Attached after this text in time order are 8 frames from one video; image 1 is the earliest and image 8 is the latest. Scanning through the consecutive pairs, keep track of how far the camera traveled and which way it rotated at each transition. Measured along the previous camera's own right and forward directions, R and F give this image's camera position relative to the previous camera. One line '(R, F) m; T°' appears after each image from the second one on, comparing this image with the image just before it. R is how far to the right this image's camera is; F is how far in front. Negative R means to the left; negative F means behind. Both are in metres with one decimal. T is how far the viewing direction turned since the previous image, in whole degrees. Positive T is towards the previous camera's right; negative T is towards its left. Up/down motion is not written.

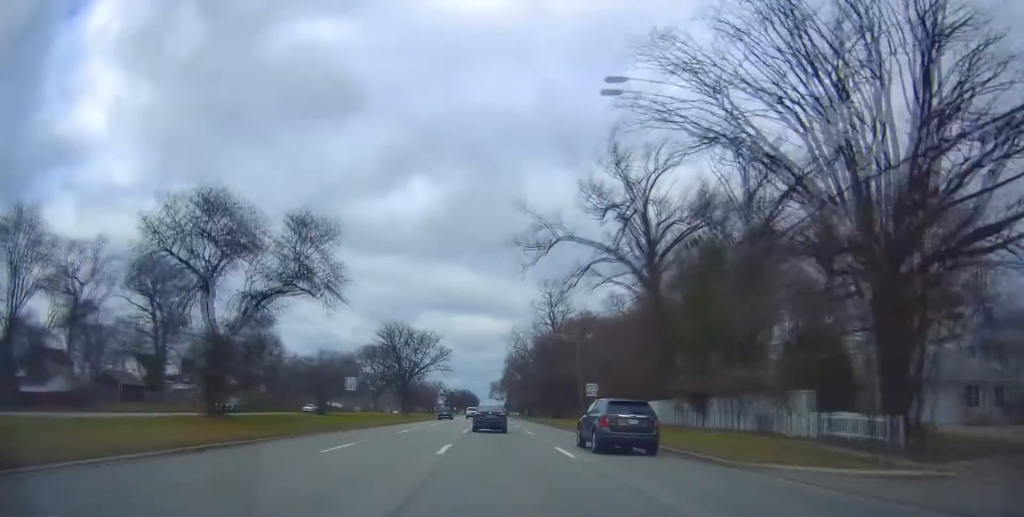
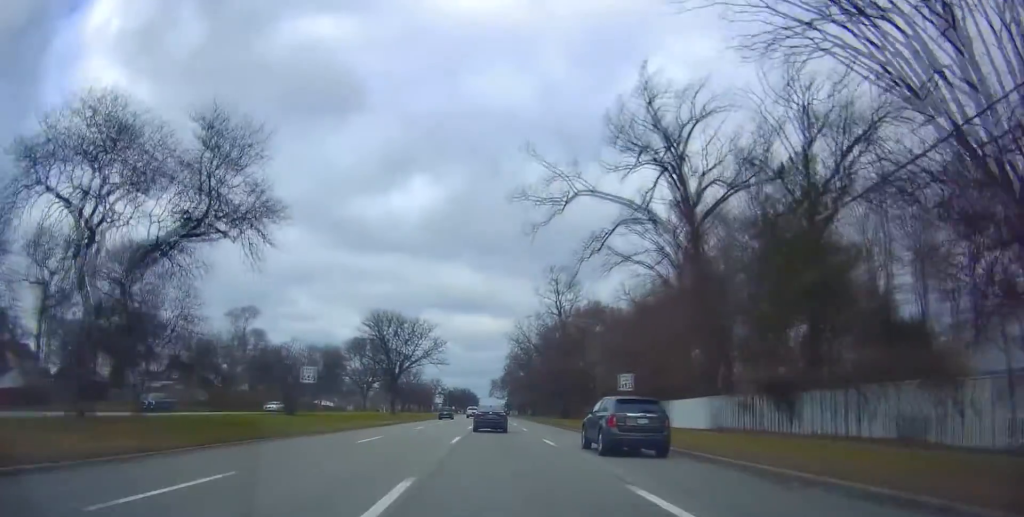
(-0.2, +10.3) m; 0°
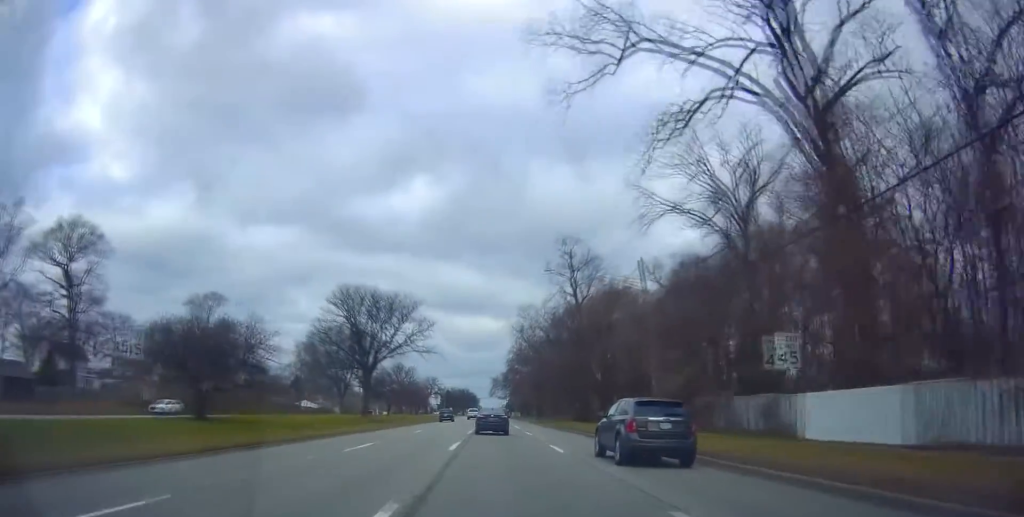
(+0.1, +17.6) m; +1°
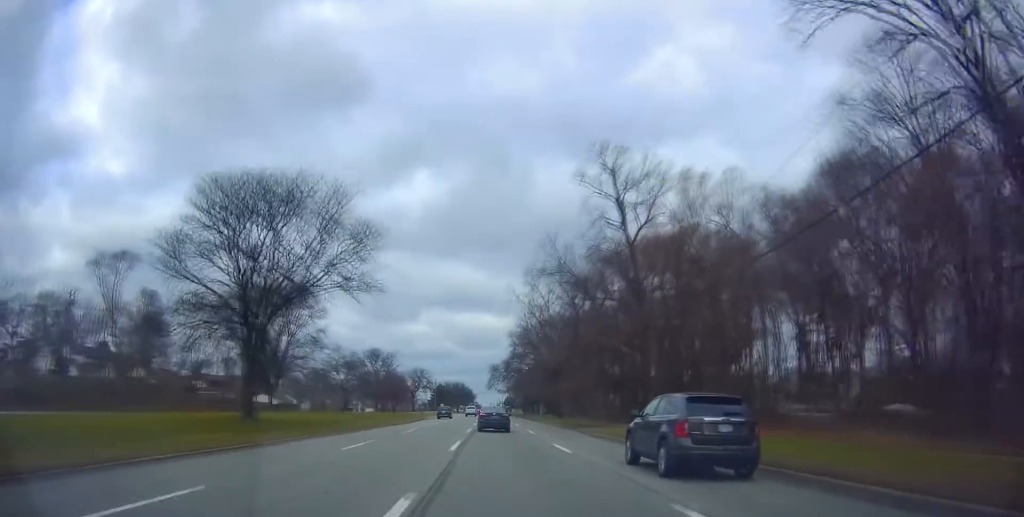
(+0.3, +30.6) m; +1°
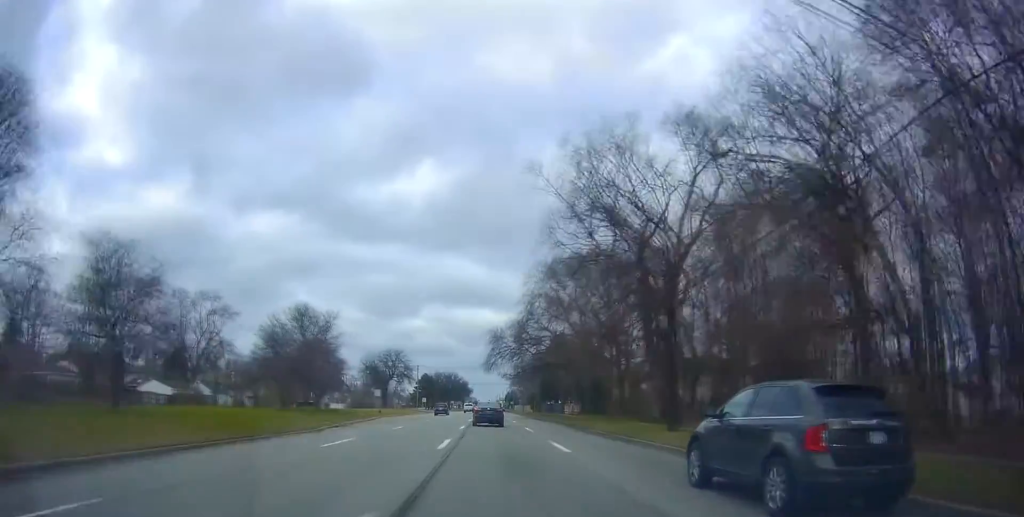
(0.0, +47.4) m; 0°
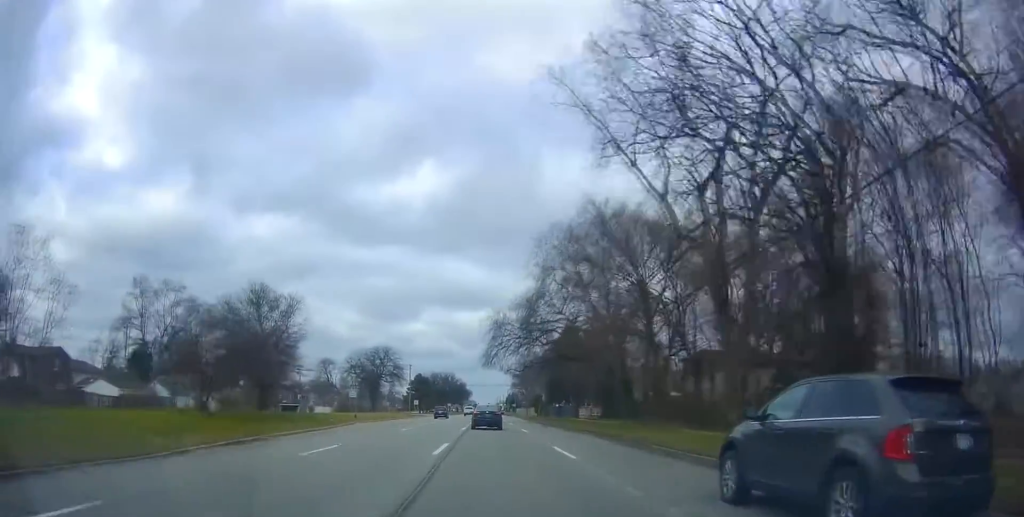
(+0.1, +14.9) m; -2°
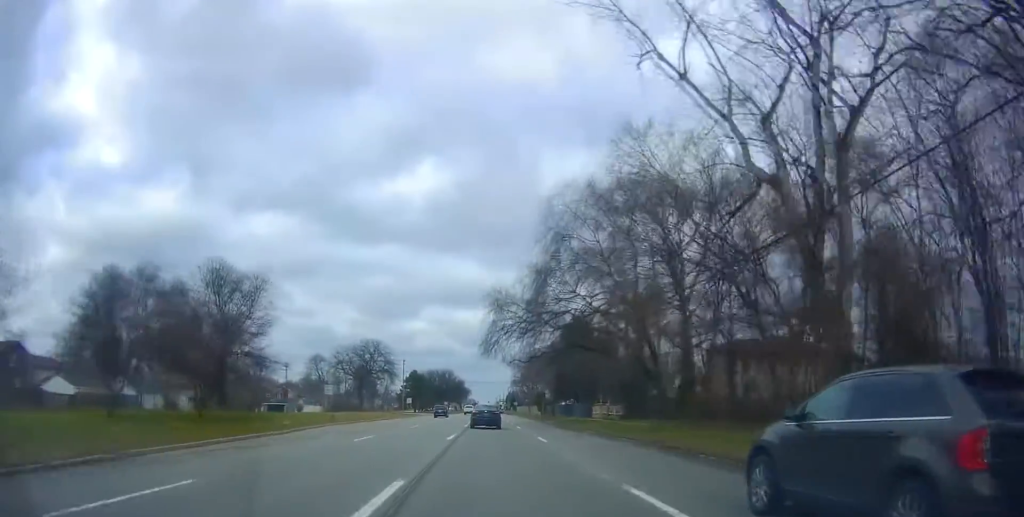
(-0.2, +9.8) m; 0°
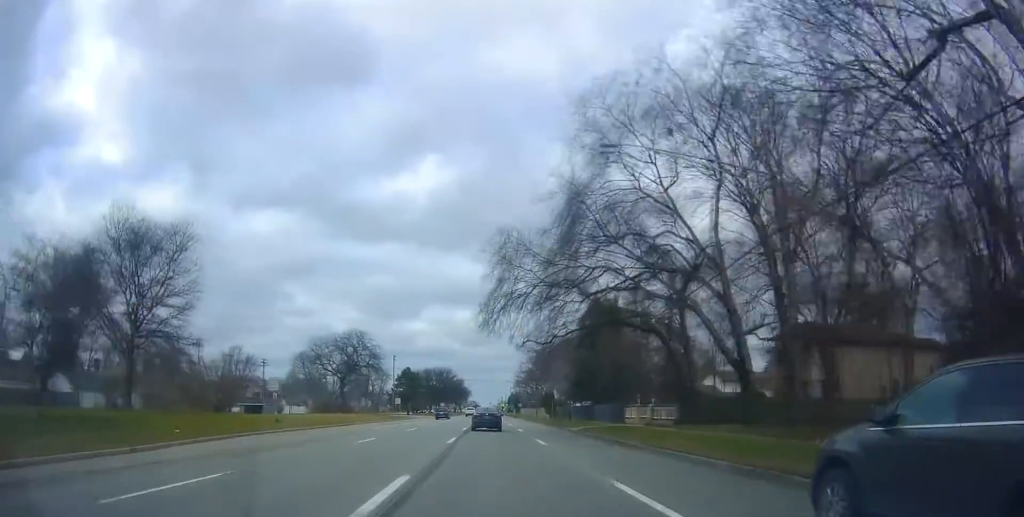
(-0.6, +15.4) m; 0°
